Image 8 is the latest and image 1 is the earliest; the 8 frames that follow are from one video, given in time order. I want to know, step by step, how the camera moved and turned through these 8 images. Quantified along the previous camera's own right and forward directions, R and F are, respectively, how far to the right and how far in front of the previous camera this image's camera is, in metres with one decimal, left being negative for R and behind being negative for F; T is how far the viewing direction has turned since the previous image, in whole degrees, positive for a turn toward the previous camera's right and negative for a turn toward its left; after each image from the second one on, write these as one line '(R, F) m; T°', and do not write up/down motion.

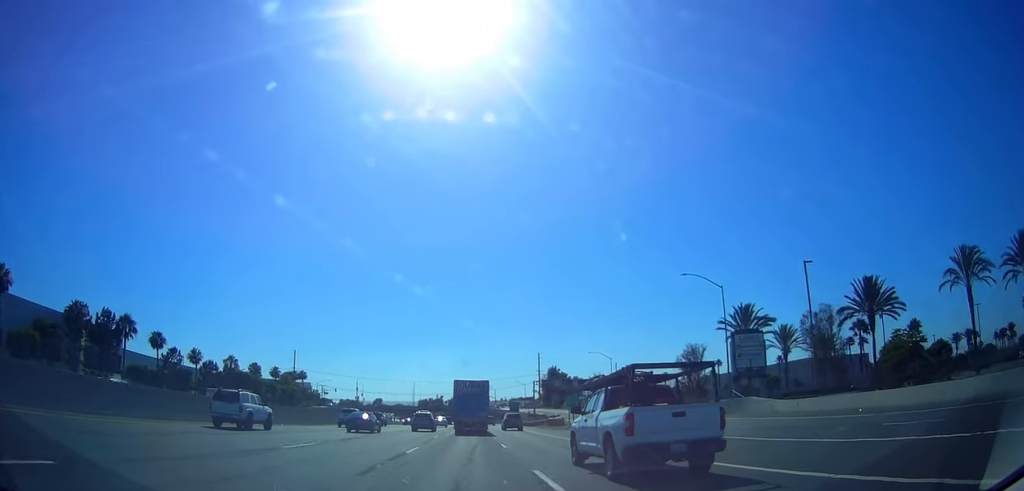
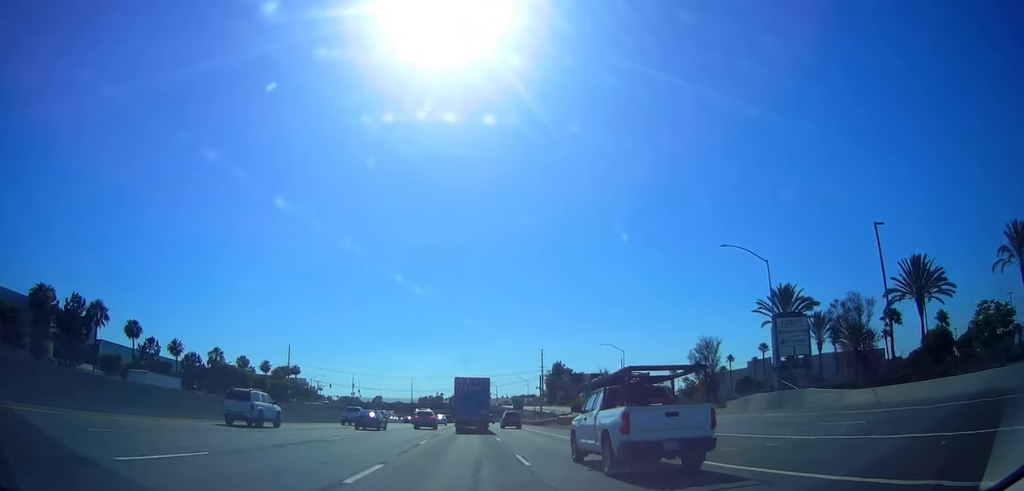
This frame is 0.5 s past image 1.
(0.0, +9.2) m; 0°
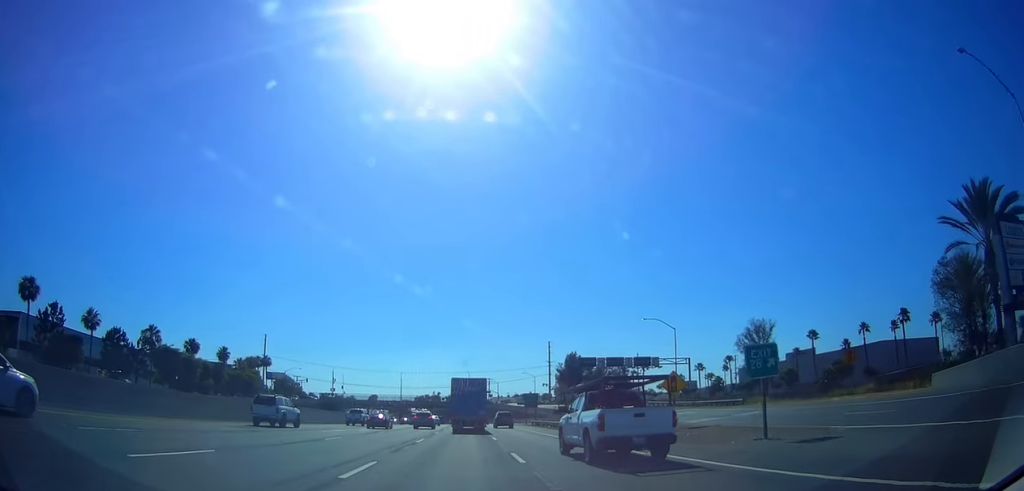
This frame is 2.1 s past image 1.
(+0.1, +28.4) m; +2°
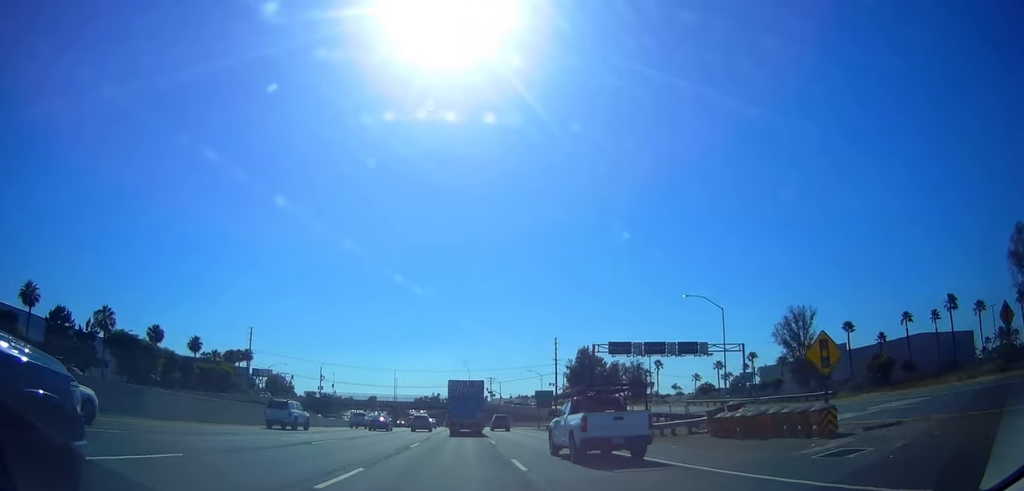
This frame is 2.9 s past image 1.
(+0.3, +15.6) m; +1°
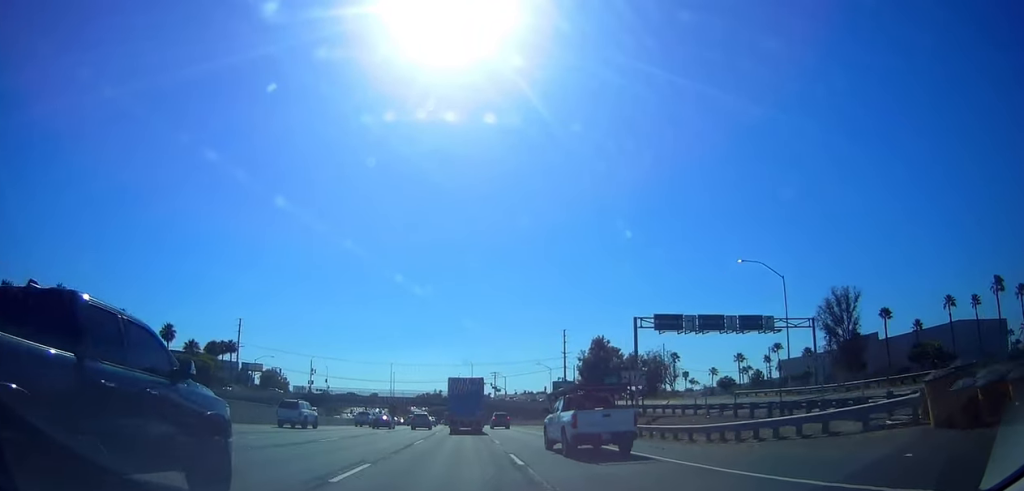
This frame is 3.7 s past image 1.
(+0.5, +13.4) m; -1°
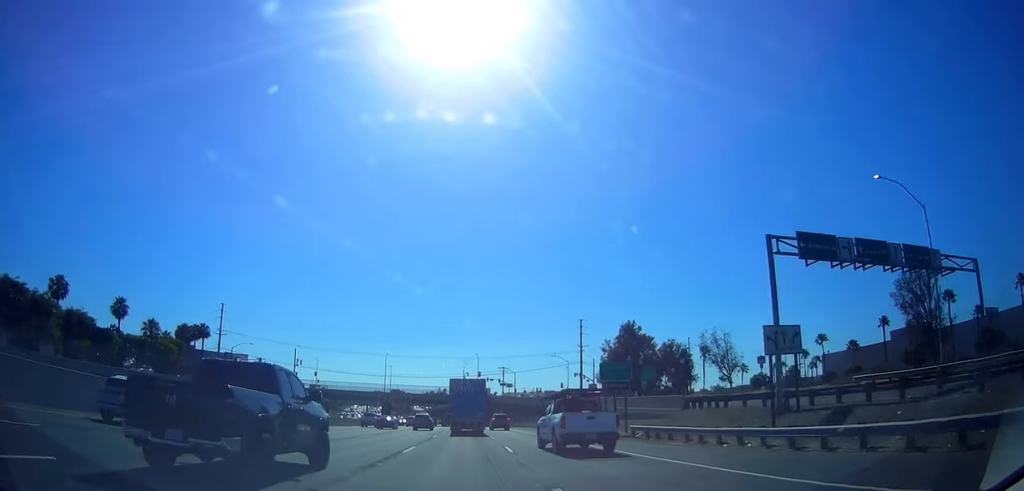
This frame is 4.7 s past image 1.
(-1.0, +19.6) m; -3°
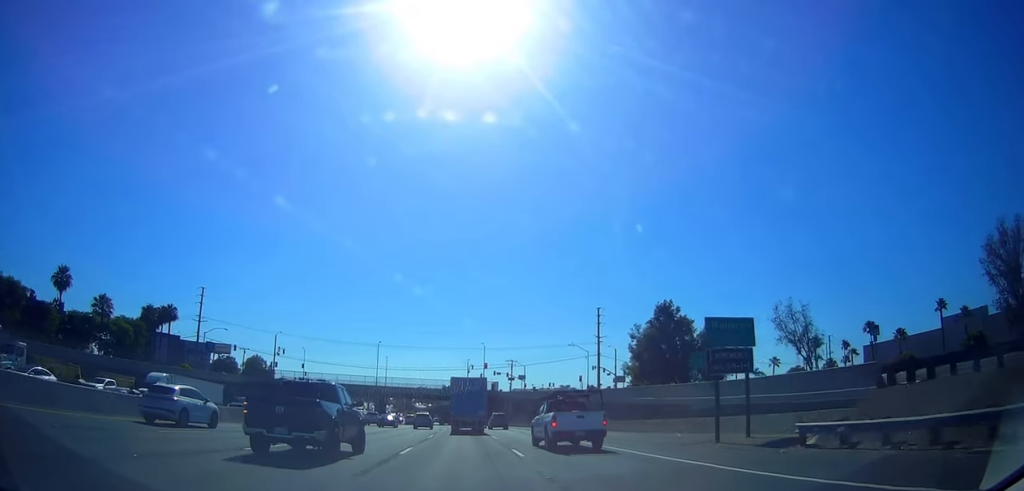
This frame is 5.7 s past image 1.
(0.0, +17.8) m; 0°
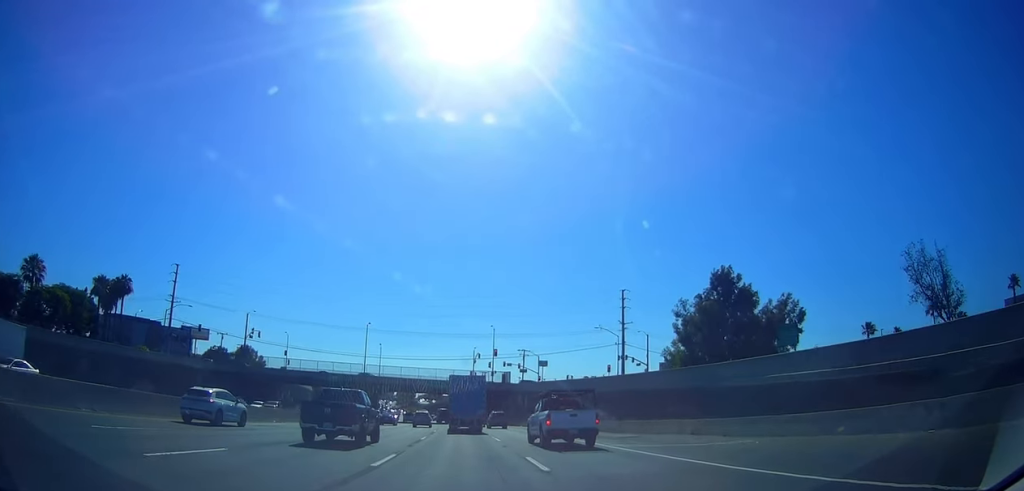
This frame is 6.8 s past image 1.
(0.0, +19.6) m; 0°
